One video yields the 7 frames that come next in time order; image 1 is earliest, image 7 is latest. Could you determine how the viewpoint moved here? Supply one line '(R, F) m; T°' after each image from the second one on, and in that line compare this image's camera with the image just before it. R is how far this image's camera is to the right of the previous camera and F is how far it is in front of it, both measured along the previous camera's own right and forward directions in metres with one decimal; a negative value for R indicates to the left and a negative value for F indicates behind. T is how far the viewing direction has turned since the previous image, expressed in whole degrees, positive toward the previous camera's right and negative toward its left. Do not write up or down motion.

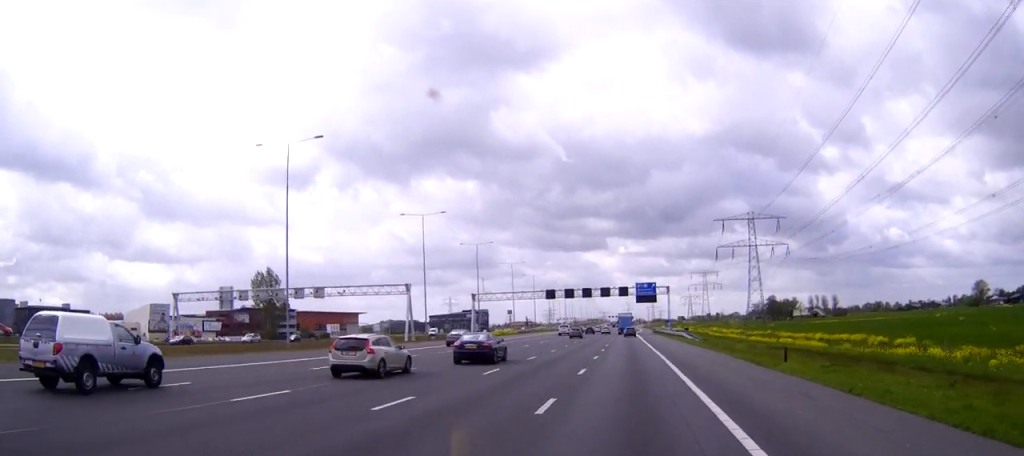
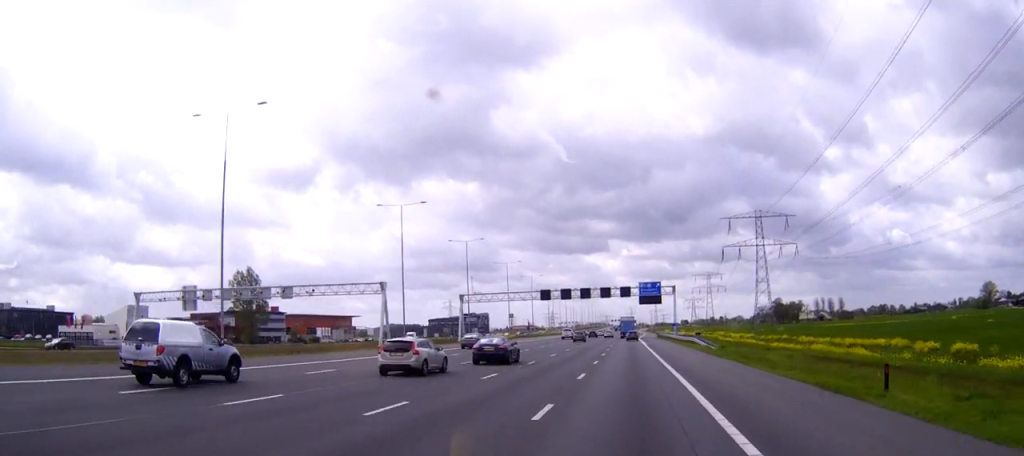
(0.0, +12.4) m; 0°
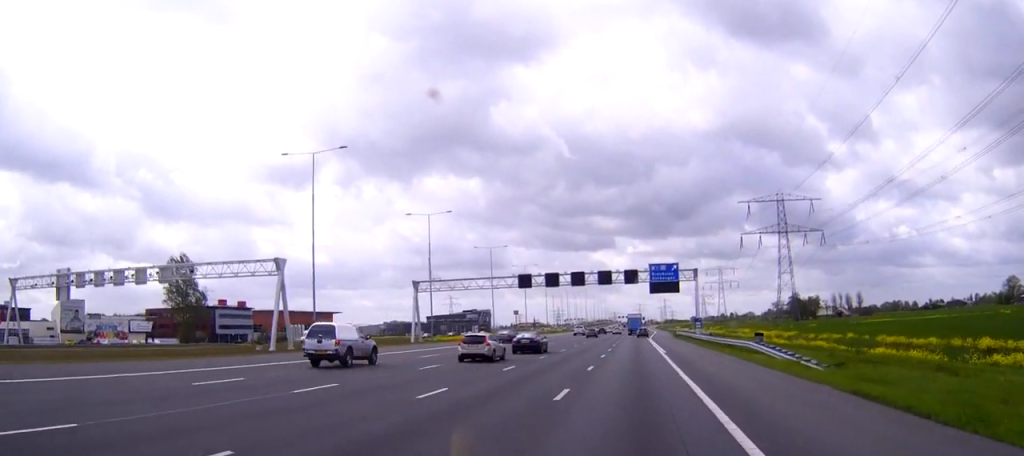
(-0.2, +32.5) m; -1°
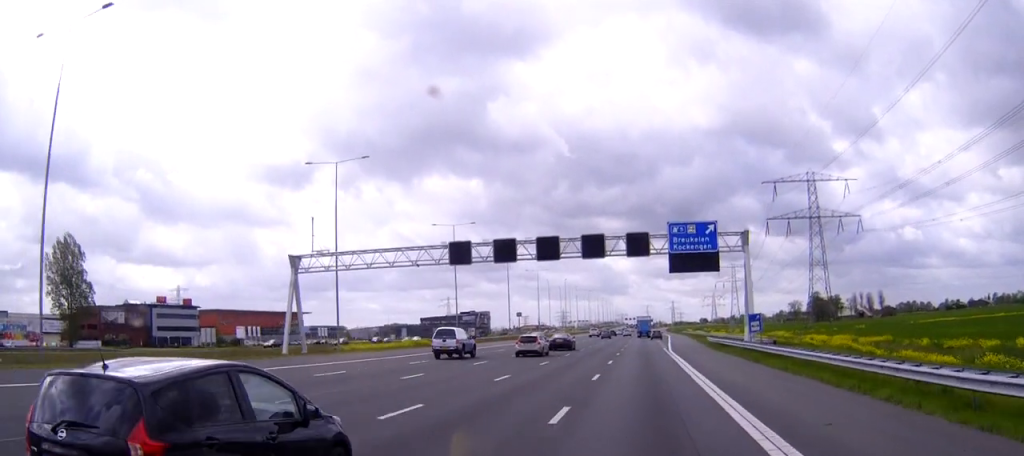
(-0.2, +39.7) m; 0°
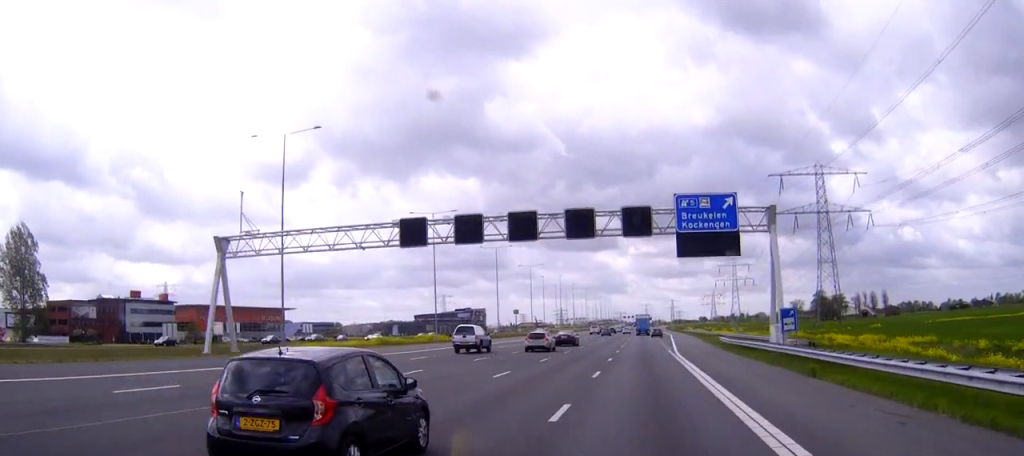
(0.0, +12.3) m; 0°
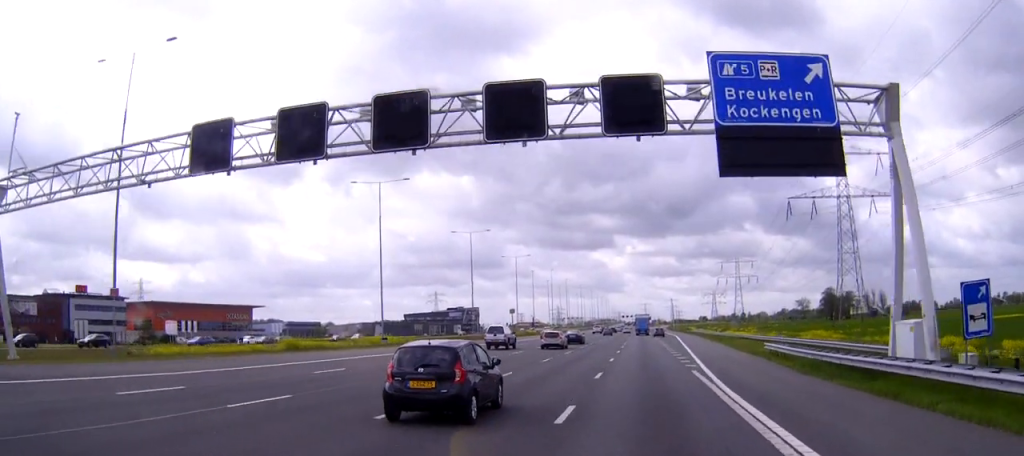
(0.0, +24.0) m; 0°
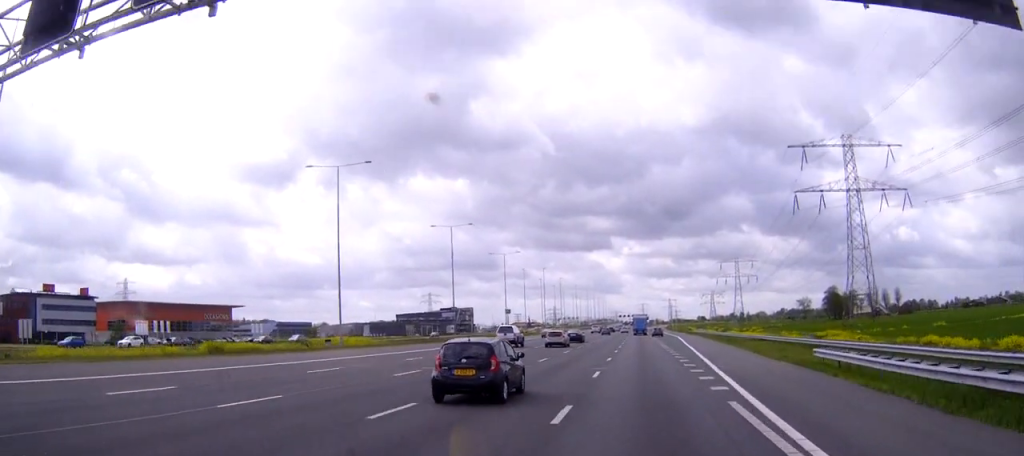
(0.0, +12.3) m; 0°
